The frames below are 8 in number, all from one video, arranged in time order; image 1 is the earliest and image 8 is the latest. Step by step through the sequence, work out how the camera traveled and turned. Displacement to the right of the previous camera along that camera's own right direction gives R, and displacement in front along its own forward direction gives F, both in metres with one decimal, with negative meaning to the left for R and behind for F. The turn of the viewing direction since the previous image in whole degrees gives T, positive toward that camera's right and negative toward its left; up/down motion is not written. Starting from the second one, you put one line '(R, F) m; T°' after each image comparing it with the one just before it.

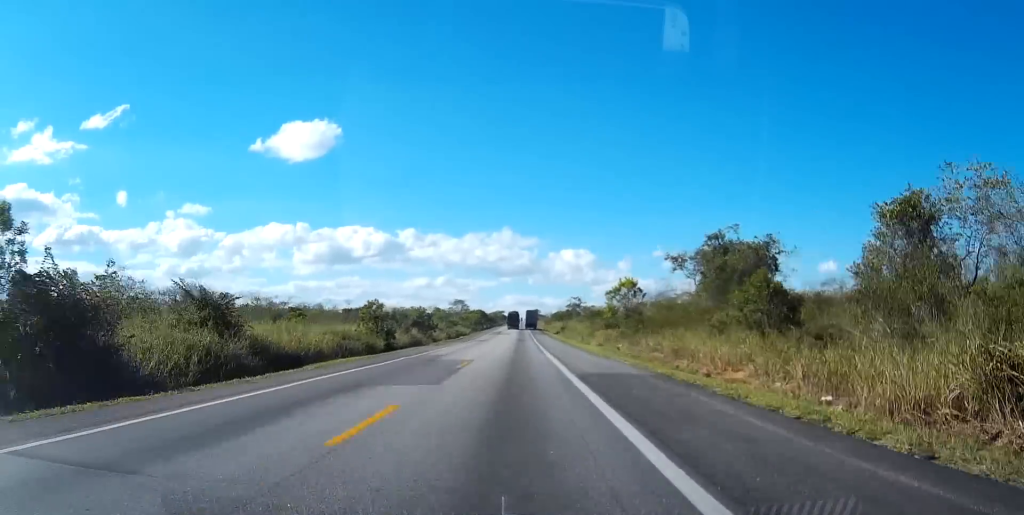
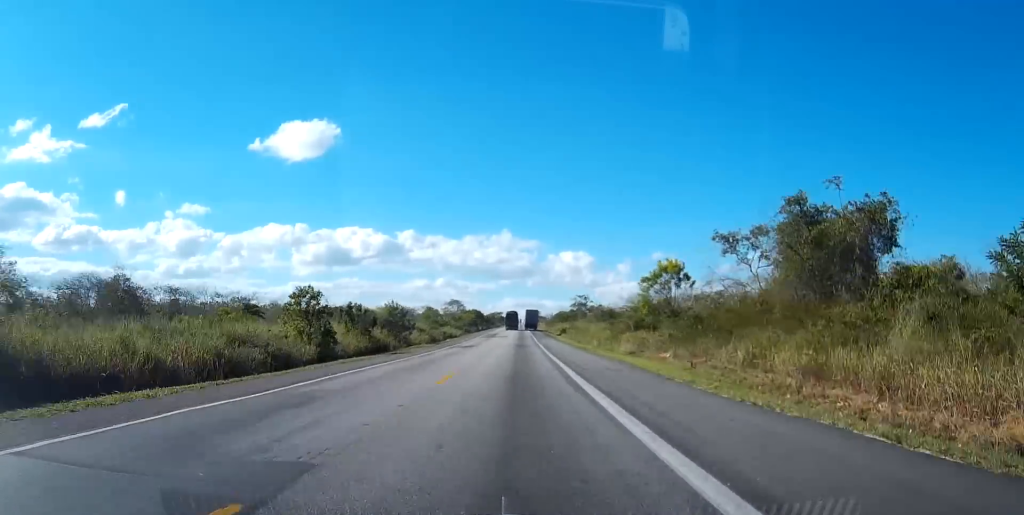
(-0.1, +23.0) m; 0°
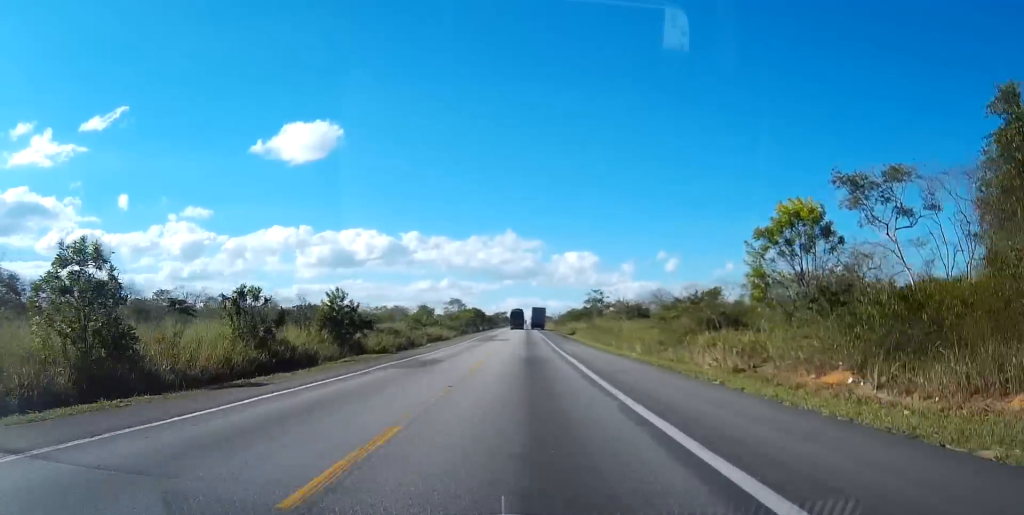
(-0.1, +27.0) m; 0°
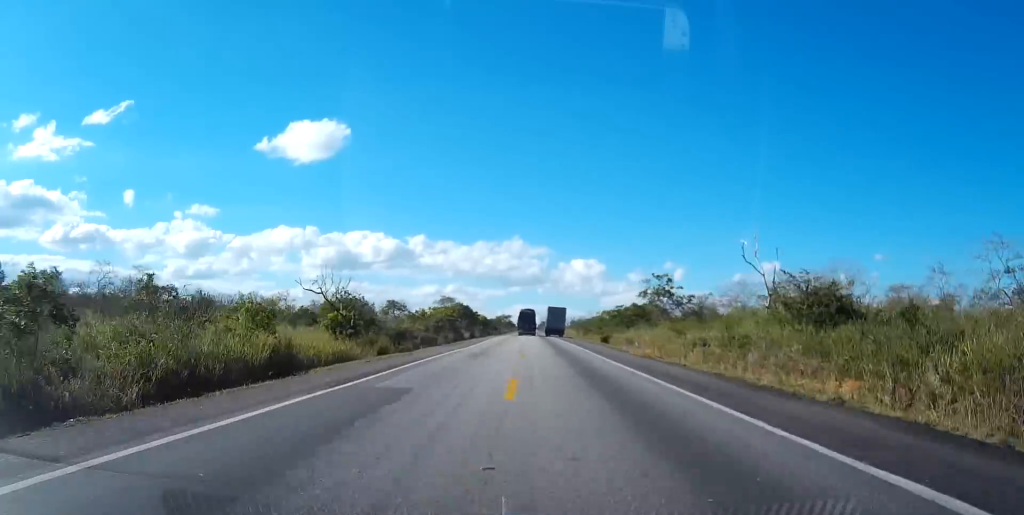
(+0.1, +72.5) m; 0°
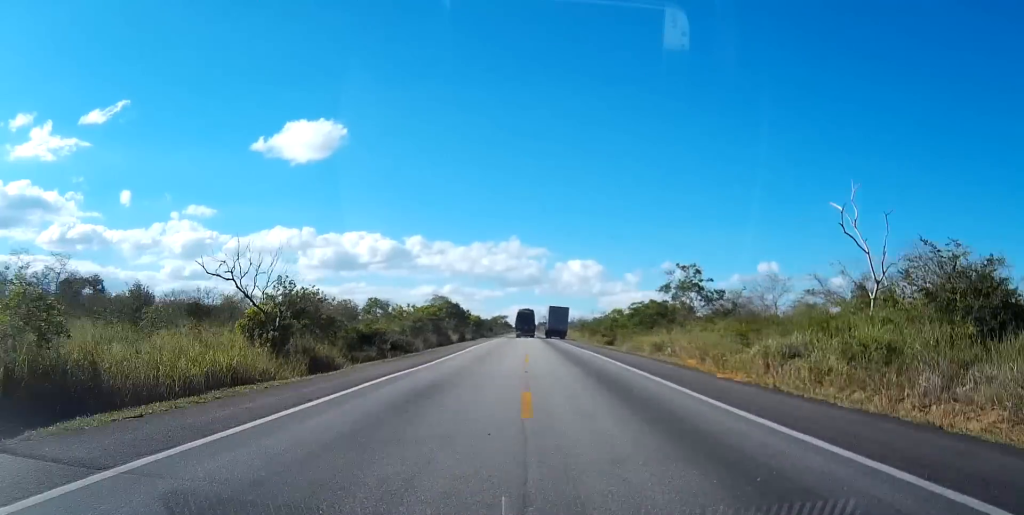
(0.0, +17.7) m; 0°
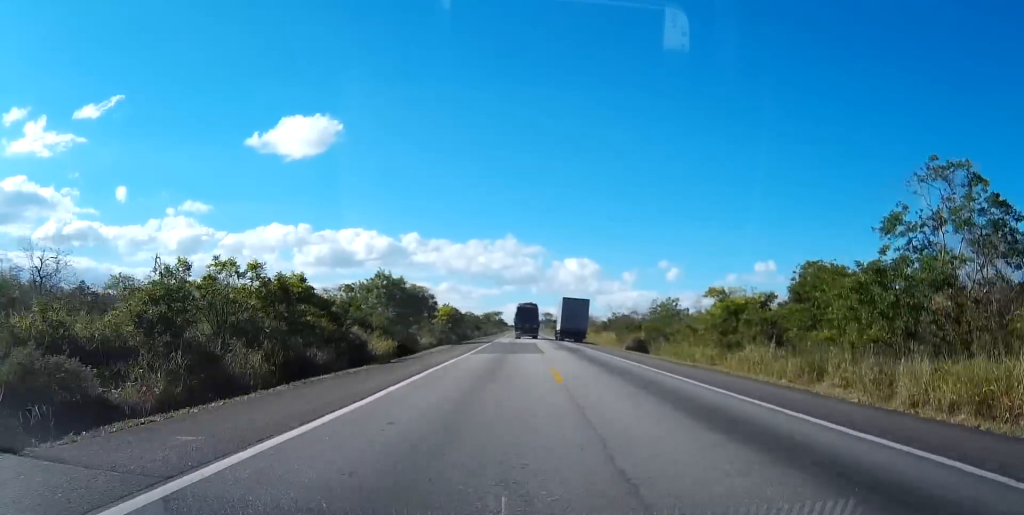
(0.0, +57.1) m; 0°
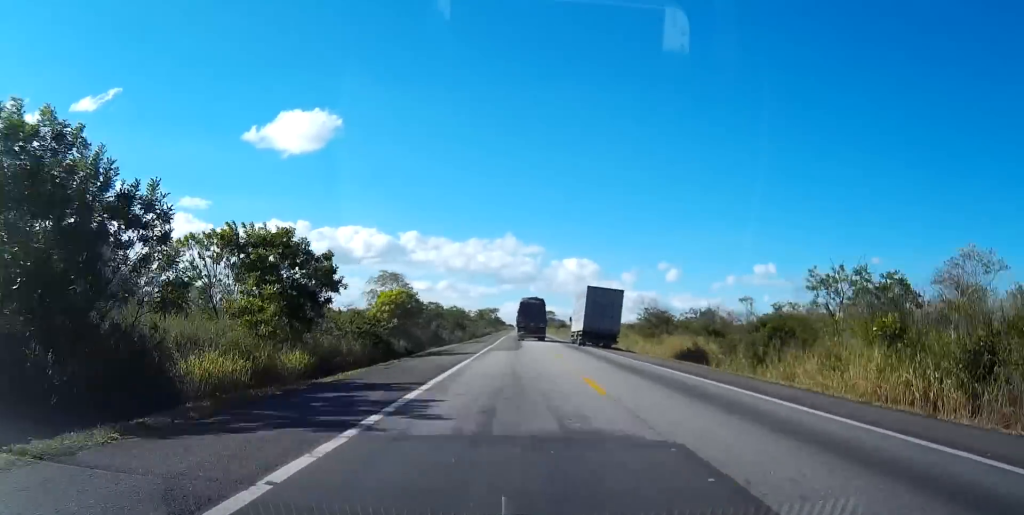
(0.0, +50.5) m; 0°
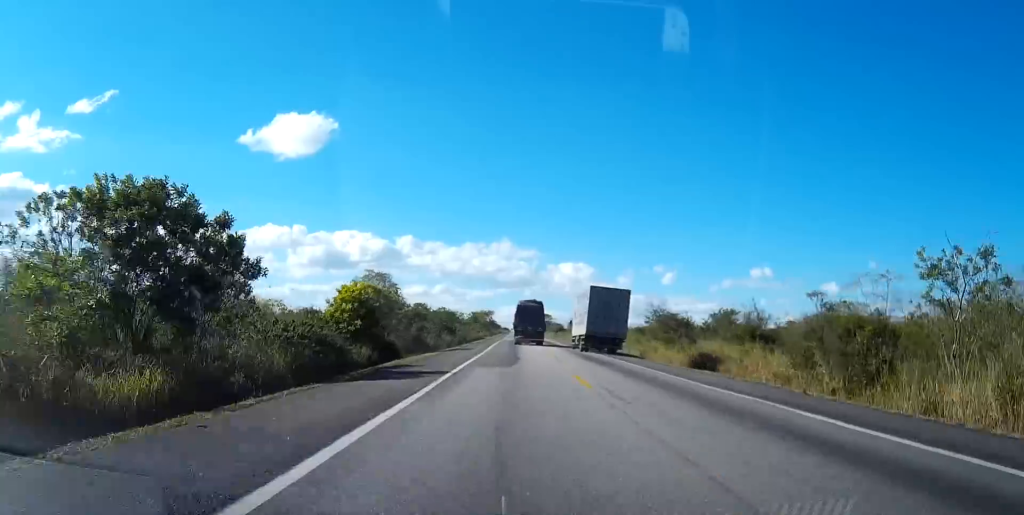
(0.0, +13.8) m; 0°
